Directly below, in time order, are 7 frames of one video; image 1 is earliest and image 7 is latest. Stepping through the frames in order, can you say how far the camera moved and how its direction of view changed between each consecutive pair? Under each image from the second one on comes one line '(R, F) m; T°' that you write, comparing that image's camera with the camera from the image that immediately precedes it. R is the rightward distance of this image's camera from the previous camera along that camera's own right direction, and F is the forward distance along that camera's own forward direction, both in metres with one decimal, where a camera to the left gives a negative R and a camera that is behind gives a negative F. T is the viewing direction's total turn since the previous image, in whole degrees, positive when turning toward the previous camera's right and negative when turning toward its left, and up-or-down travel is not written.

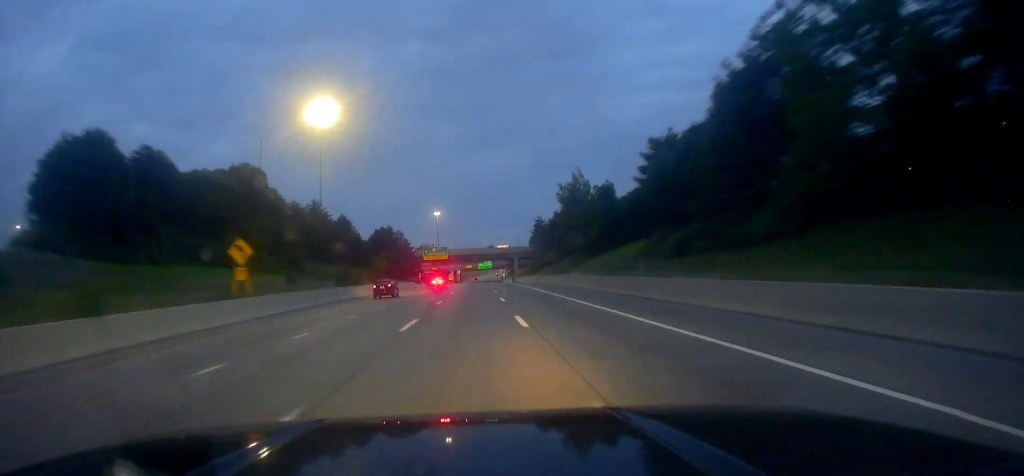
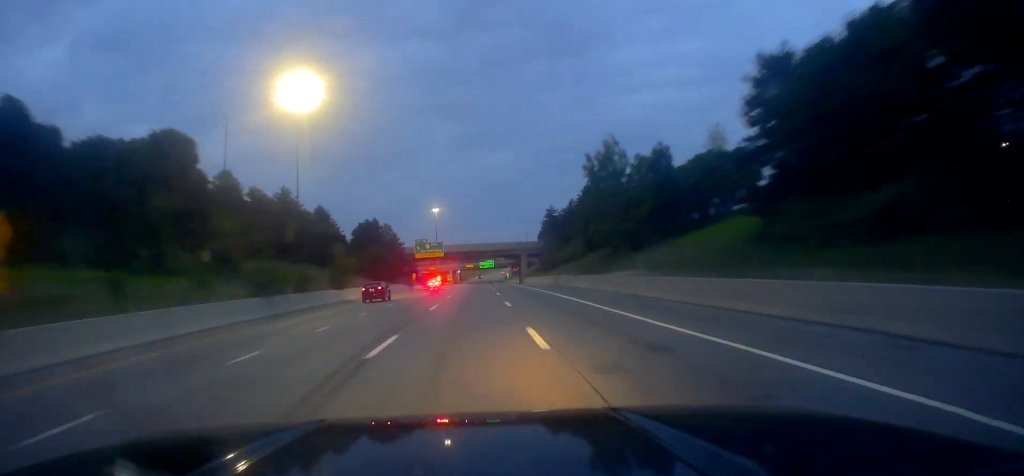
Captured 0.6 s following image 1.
(-0.1, +20.5) m; 0°
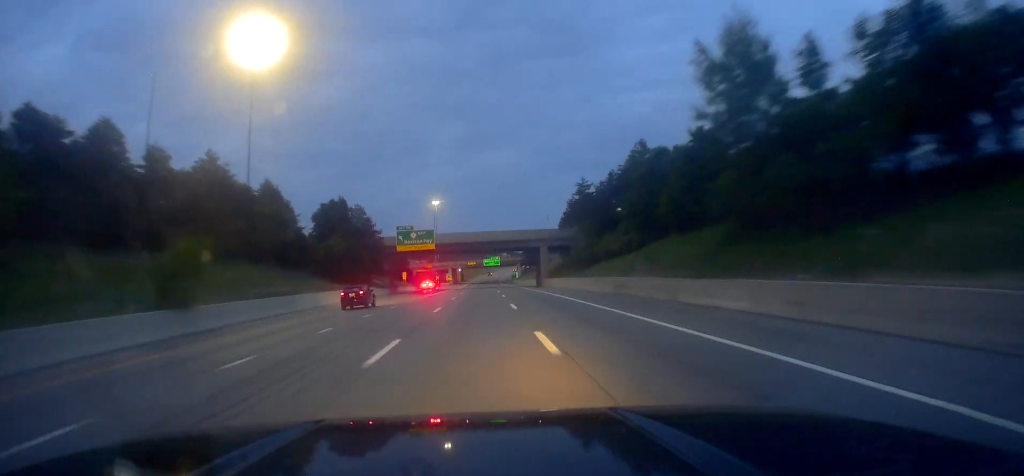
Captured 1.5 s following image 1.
(0.0, +31.6) m; +2°
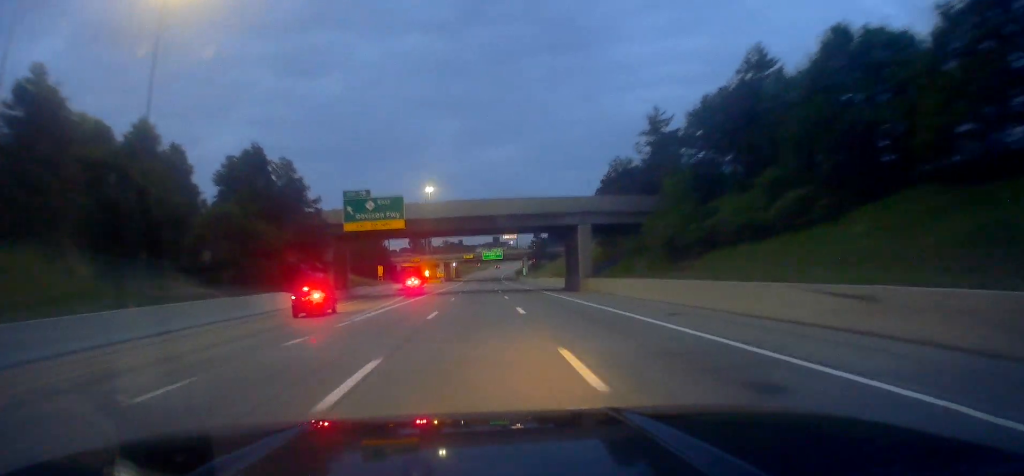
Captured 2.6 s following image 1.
(+0.9, +34.6) m; -1°
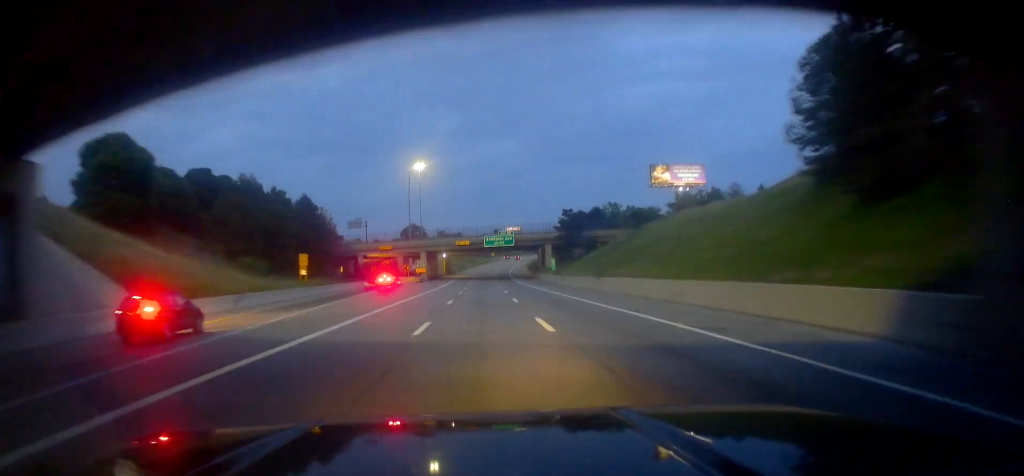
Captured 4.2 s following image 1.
(-1.1, +52.6) m; -1°
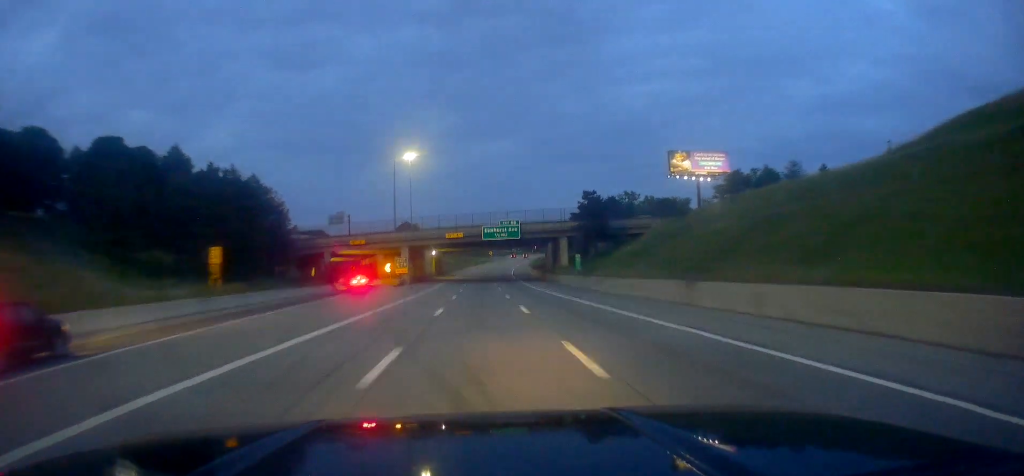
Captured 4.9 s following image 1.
(+0.2, +22.7) m; 0°
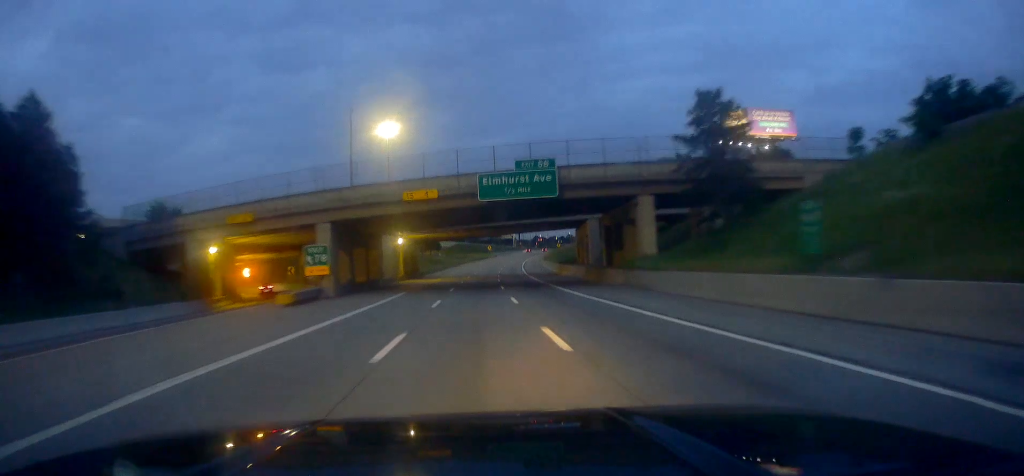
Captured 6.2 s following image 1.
(-0.1, +44.2) m; 0°
